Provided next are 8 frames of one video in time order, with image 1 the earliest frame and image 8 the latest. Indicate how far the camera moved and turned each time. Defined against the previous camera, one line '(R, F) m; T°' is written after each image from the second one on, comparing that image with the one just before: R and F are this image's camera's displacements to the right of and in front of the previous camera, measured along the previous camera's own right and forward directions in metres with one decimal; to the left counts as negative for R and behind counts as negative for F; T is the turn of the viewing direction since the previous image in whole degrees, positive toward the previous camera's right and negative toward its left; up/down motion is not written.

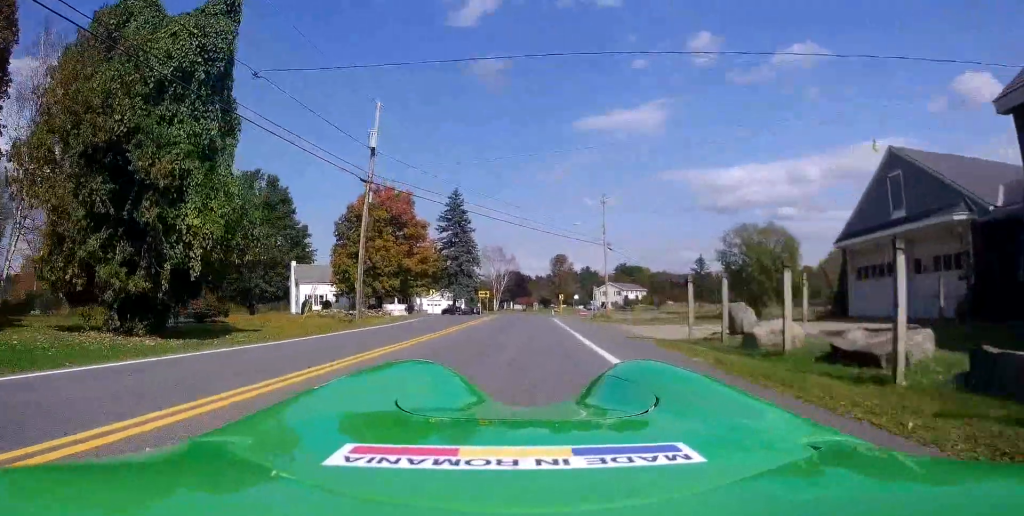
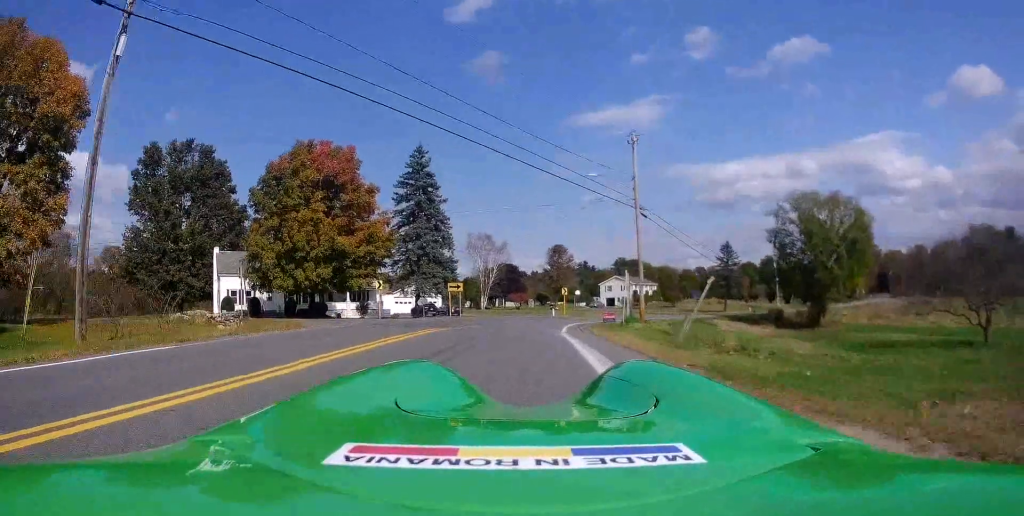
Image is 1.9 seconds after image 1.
(-3.3, +19.8) m; -10°
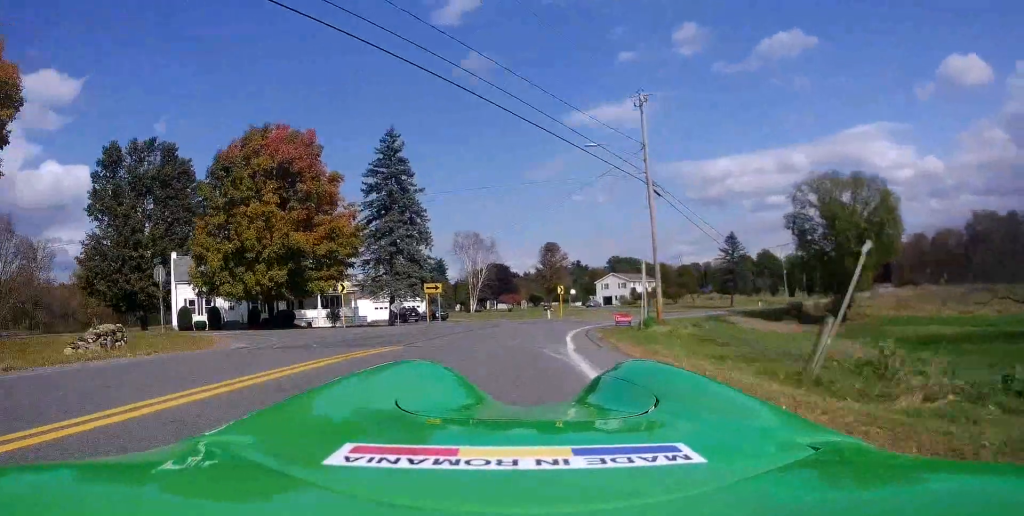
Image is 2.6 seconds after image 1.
(-1.4, +8.0) m; +11°
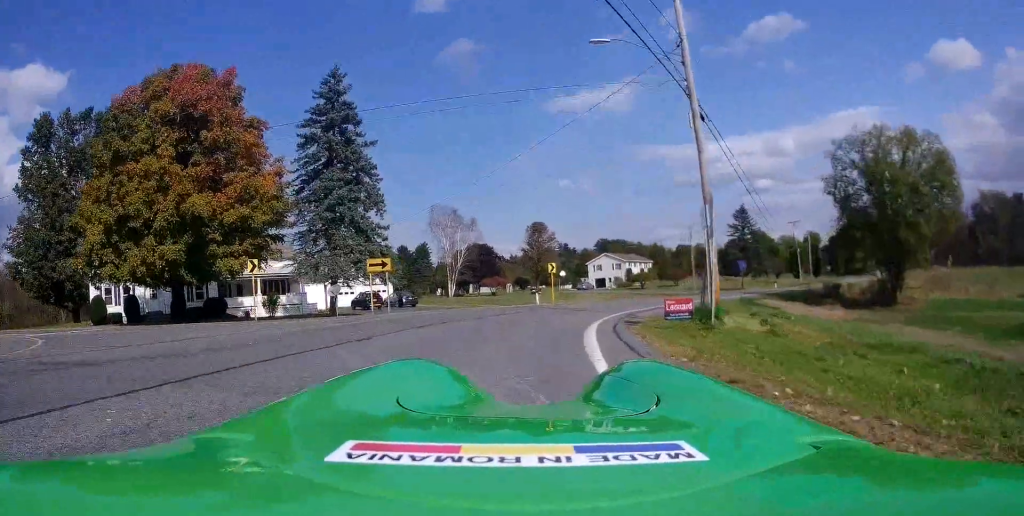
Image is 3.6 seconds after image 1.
(+5.2, +11.7) m; +16°
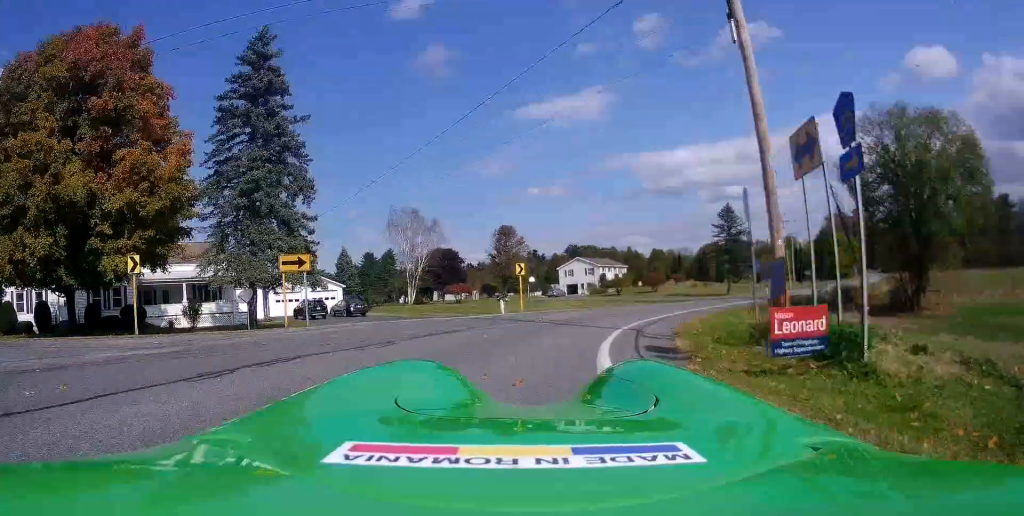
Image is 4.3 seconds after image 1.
(-1.4, +7.8) m; -4°
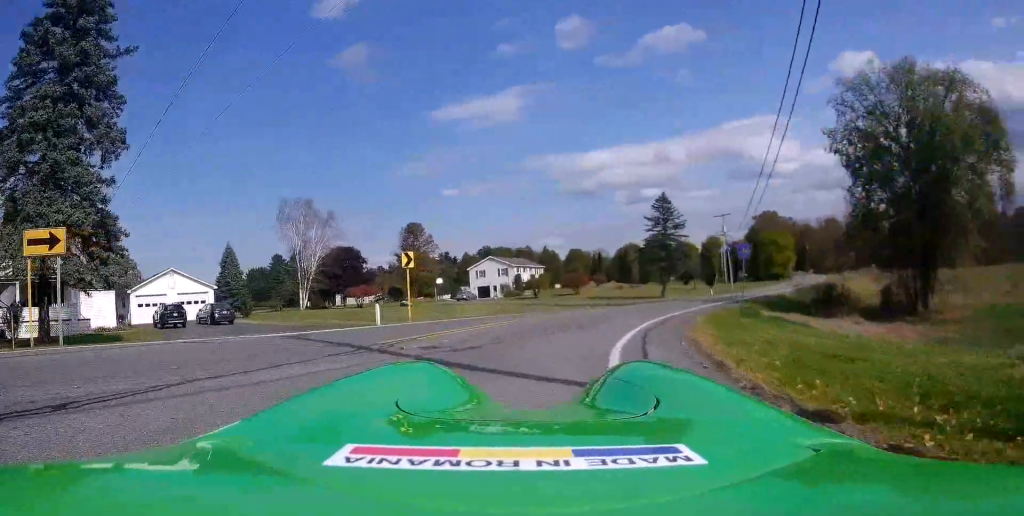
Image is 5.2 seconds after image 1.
(+0.5, +10.5) m; +2°
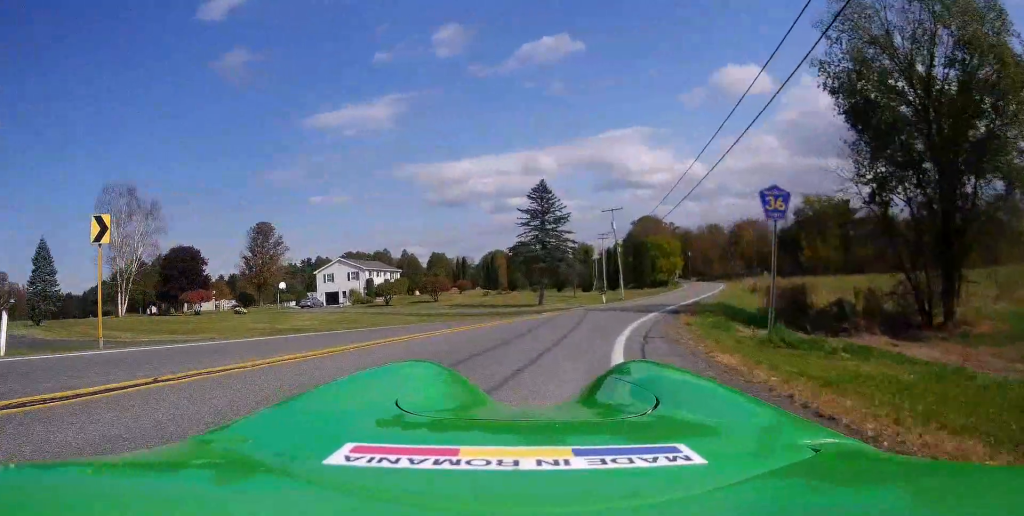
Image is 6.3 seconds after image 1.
(+0.1, +13.8) m; +4°
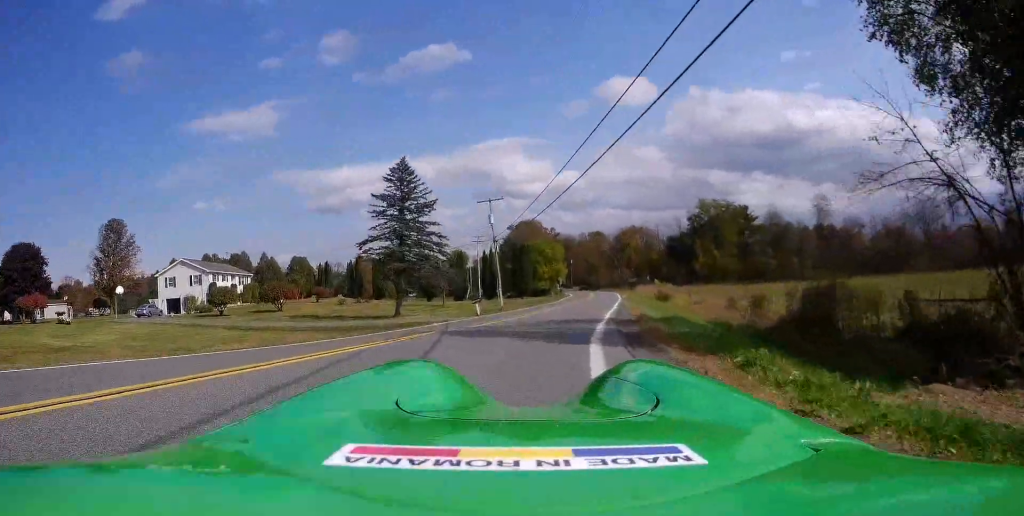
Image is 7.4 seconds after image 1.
(+1.1, +14.2) m; +10°
